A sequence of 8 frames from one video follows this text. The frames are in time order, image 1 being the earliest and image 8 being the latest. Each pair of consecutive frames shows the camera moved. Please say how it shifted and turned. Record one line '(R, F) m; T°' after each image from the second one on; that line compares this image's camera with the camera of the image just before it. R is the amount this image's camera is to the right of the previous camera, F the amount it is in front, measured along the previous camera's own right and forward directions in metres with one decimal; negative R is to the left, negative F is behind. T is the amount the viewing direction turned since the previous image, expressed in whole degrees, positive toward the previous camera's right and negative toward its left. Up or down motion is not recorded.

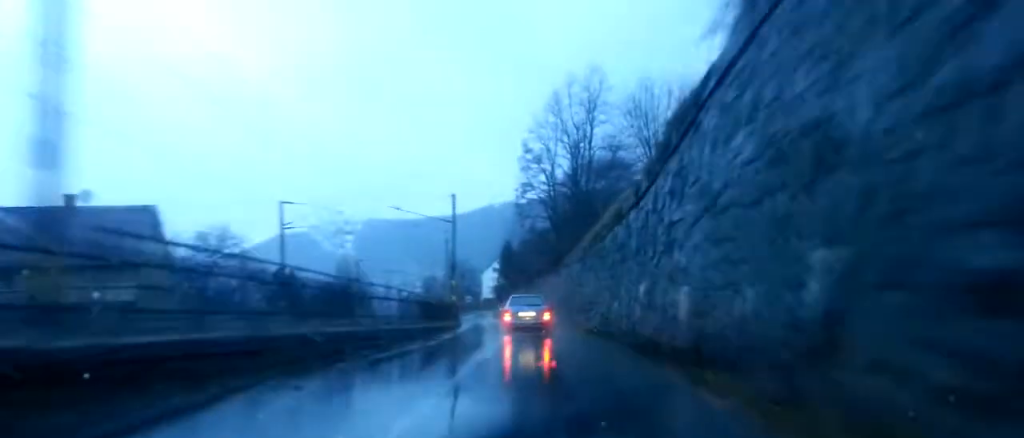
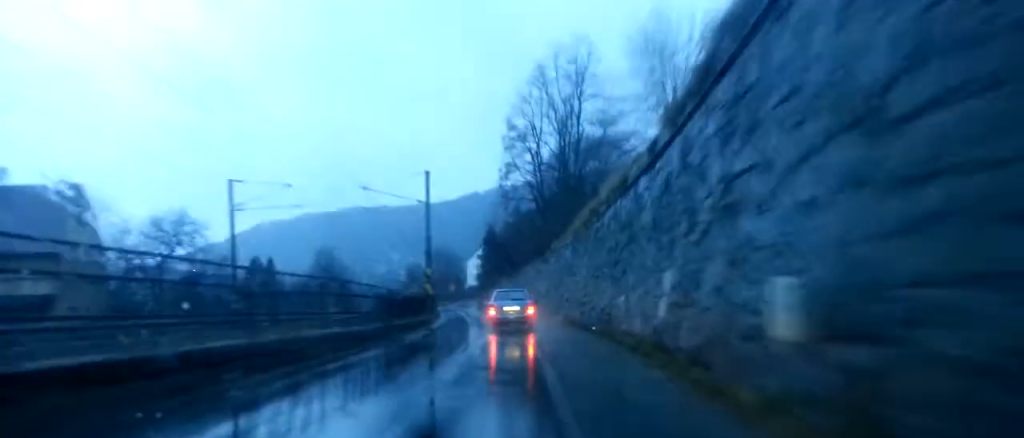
(0.0, +5.5) m; +1°
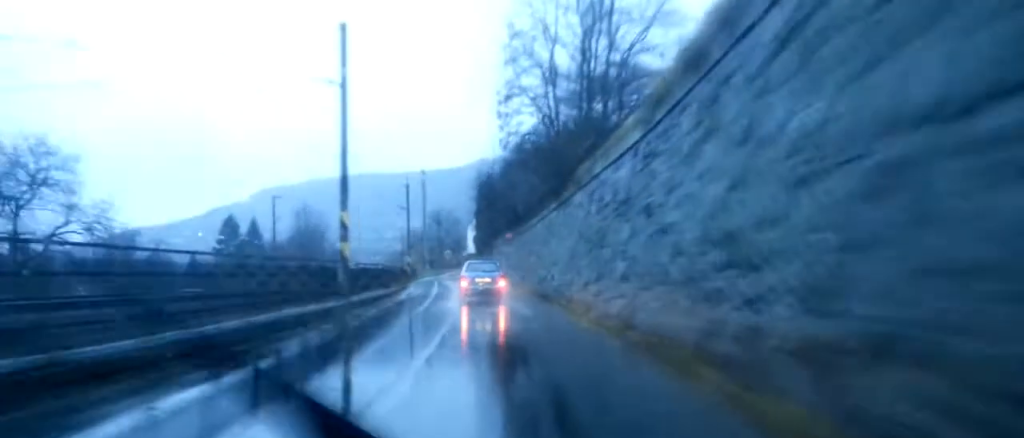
(+0.4, +19.7) m; +1°
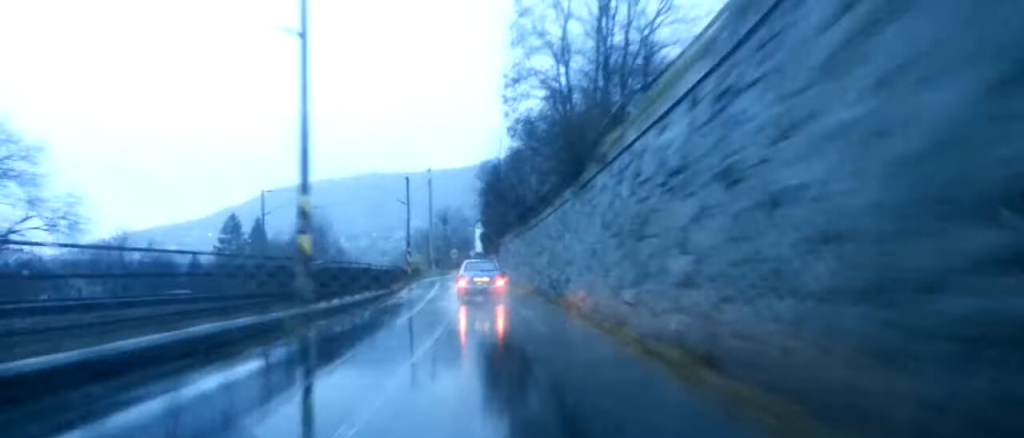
(0.0, +4.8) m; 0°
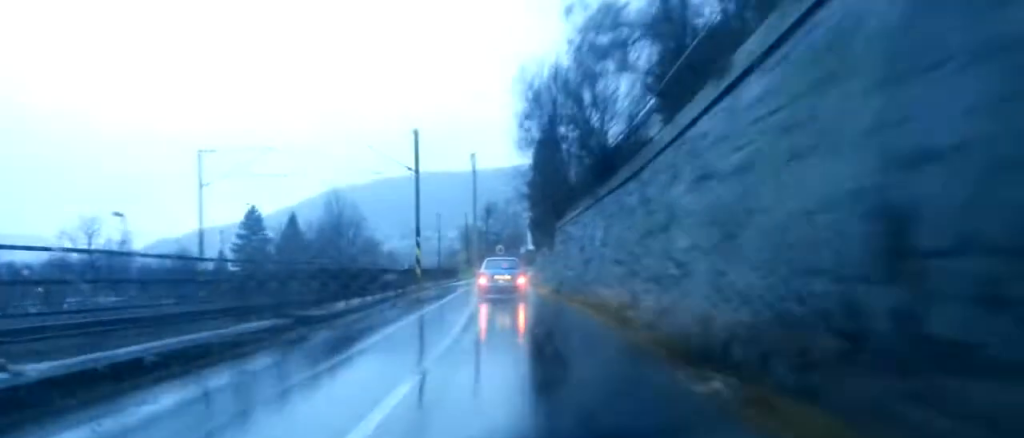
(-0.1, +20.0) m; -1°
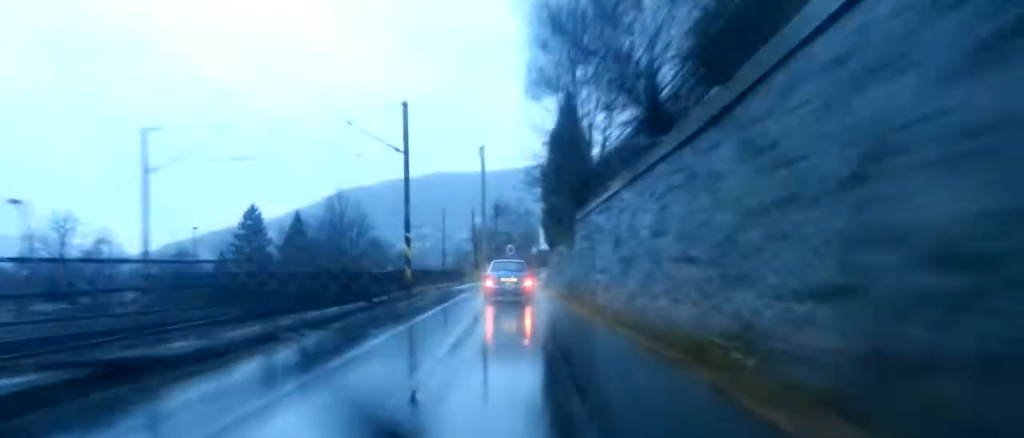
(0.0, +6.9) m; -1°
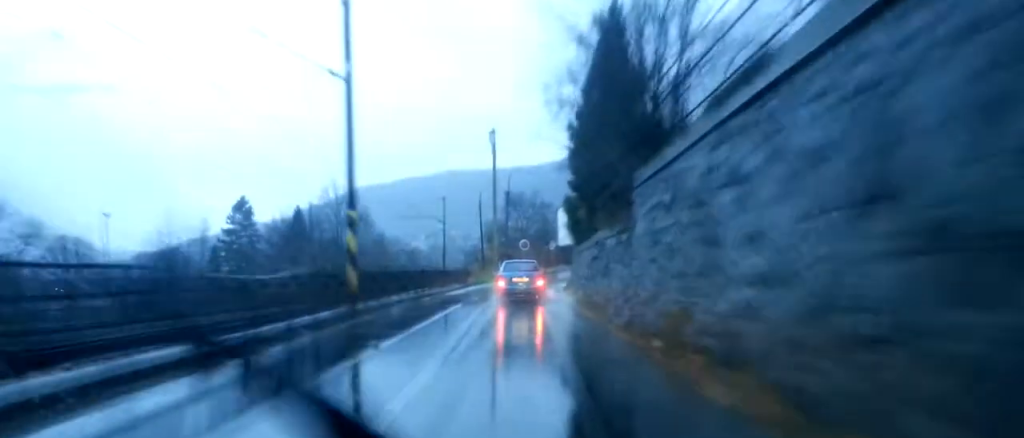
(-0.2, +13.2) m; -2°
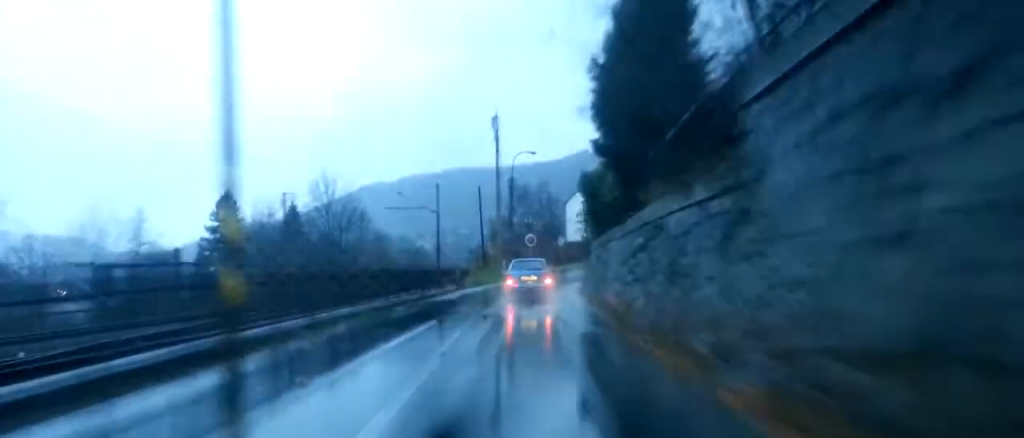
(-0.1, +8.6) m; -1°
